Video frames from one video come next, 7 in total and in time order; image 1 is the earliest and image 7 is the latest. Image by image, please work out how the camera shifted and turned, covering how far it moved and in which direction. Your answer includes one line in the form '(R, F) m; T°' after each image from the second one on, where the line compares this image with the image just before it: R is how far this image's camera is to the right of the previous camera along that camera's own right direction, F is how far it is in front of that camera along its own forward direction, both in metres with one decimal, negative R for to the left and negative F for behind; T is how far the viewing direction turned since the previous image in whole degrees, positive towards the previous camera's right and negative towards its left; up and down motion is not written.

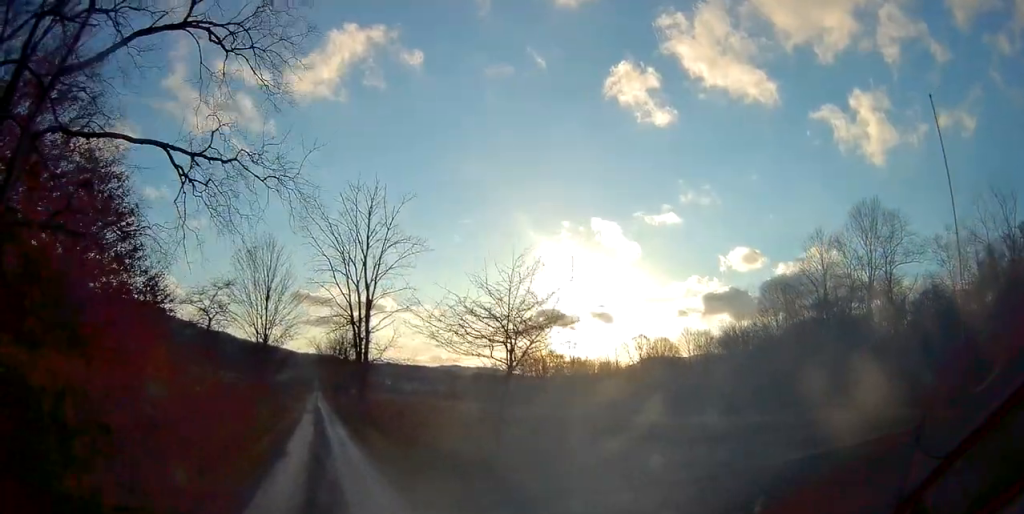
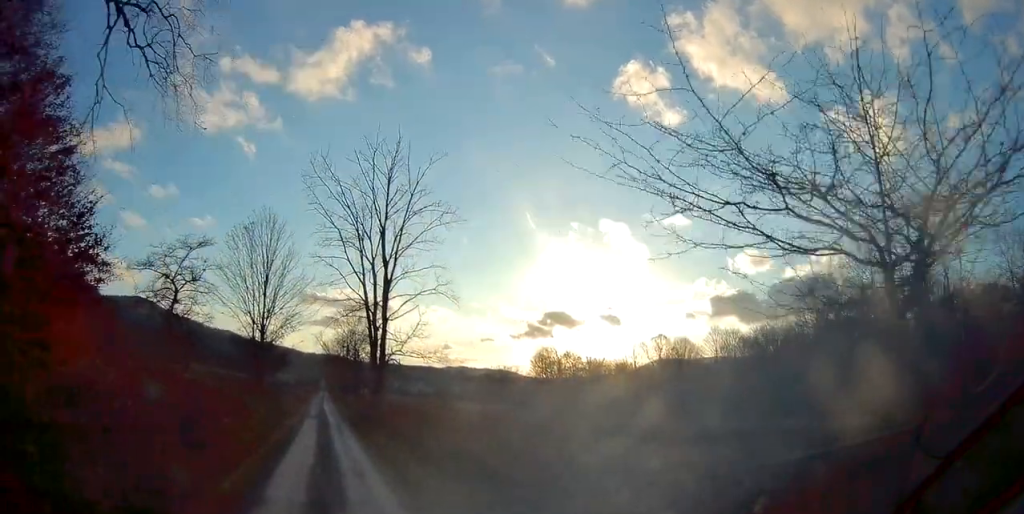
(-0.1, +7.7) m; -2°
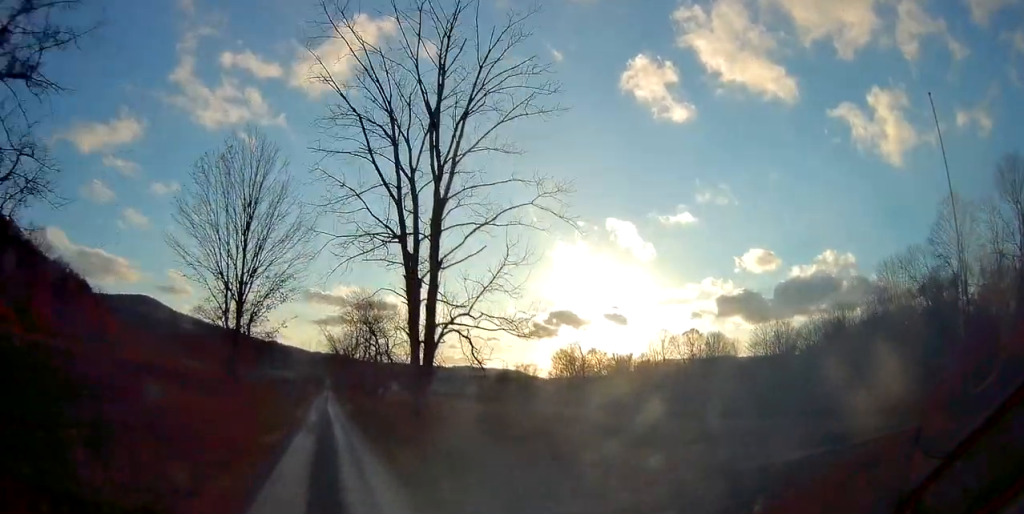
(-0.5, +14.6) m; -2°
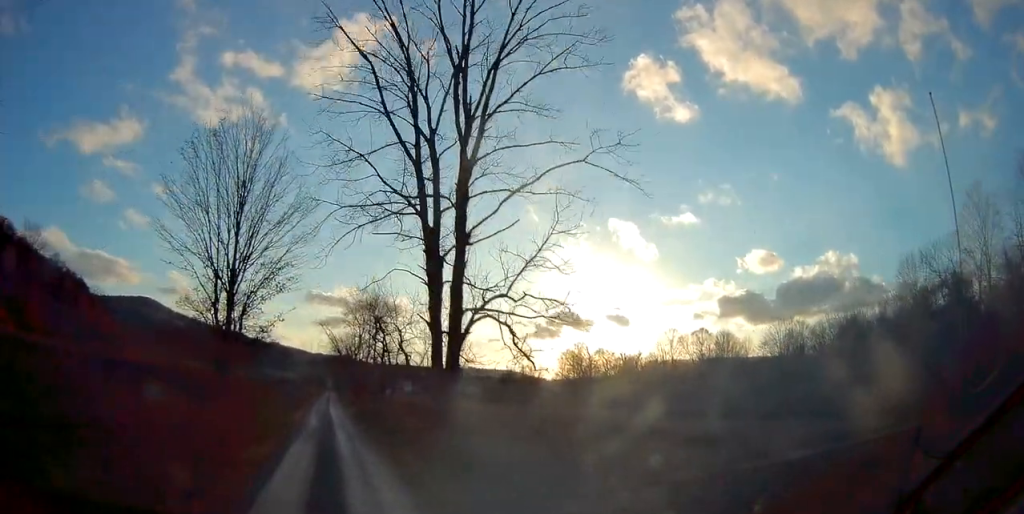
(0.0, +3.8) m; 0°
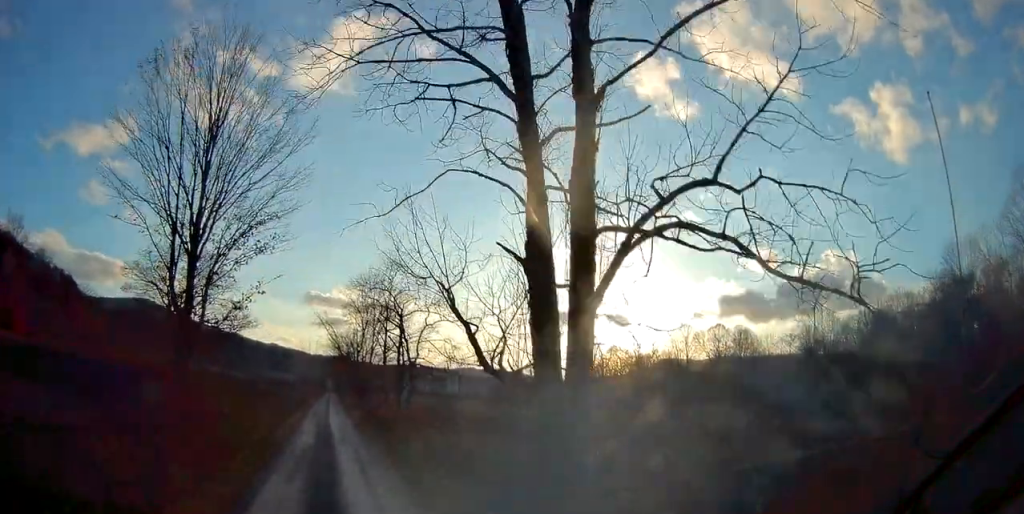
(0.0, +8.9) m; +1°
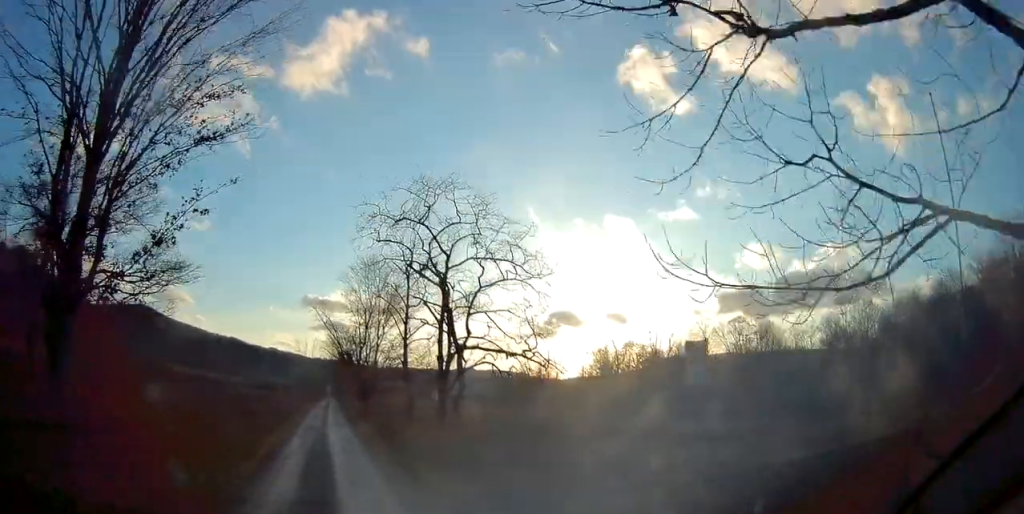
(+0.1, +10.4) m; 0°
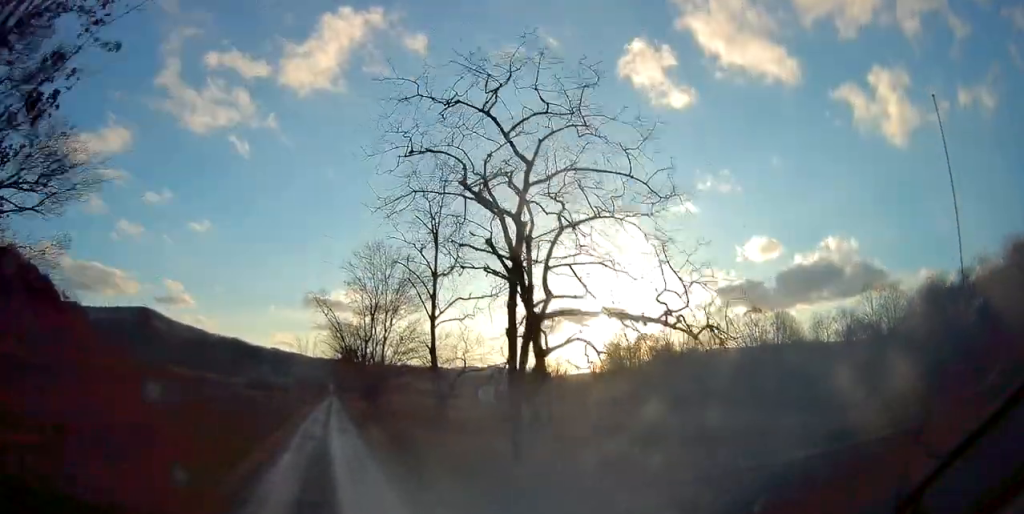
(-0.1, +6.2) m; -1°
